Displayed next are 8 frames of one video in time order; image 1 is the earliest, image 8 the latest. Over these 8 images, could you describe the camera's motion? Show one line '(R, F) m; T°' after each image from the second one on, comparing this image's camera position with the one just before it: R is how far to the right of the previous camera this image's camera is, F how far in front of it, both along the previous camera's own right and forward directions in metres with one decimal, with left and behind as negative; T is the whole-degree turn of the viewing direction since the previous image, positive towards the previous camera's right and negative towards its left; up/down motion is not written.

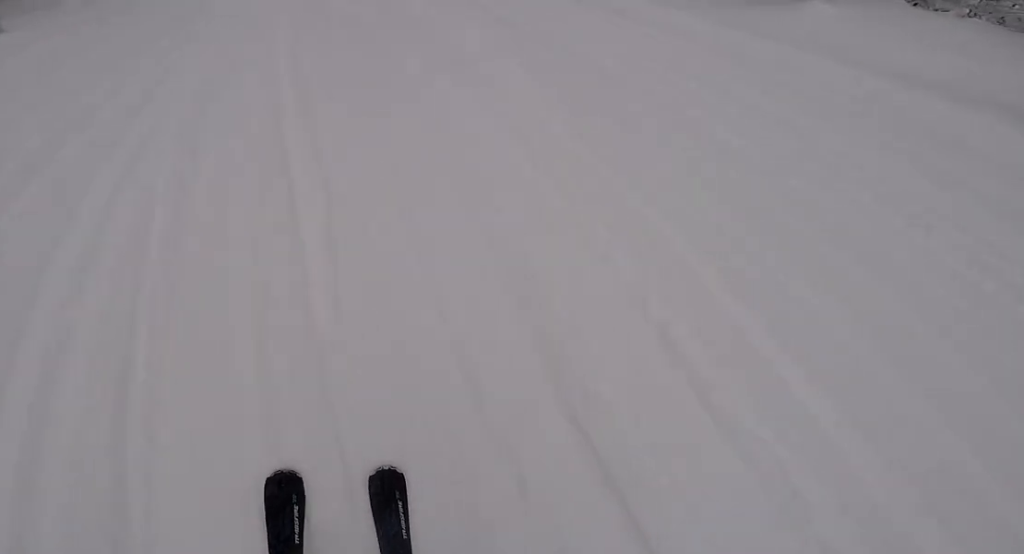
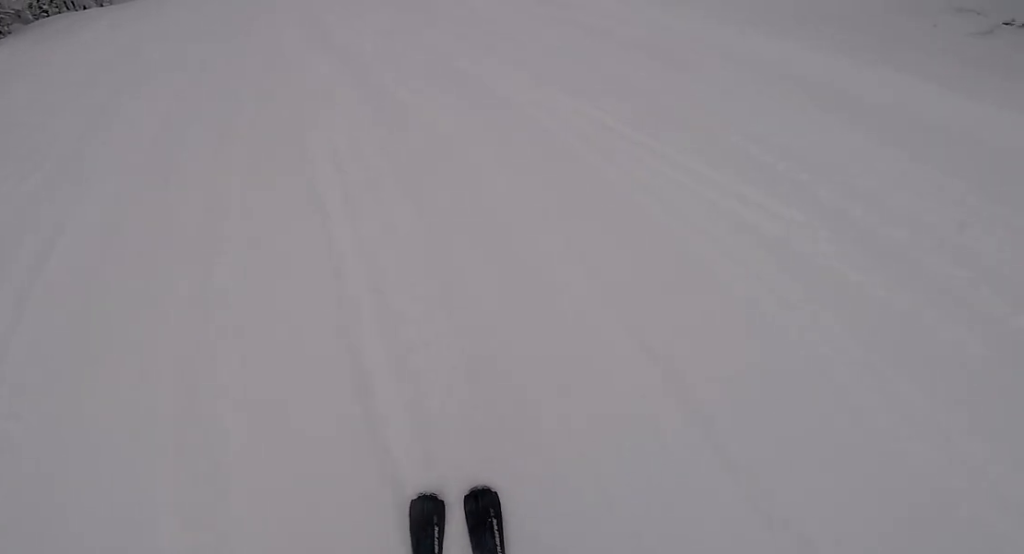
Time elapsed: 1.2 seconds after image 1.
(-0.4, +9.7) m; +2°
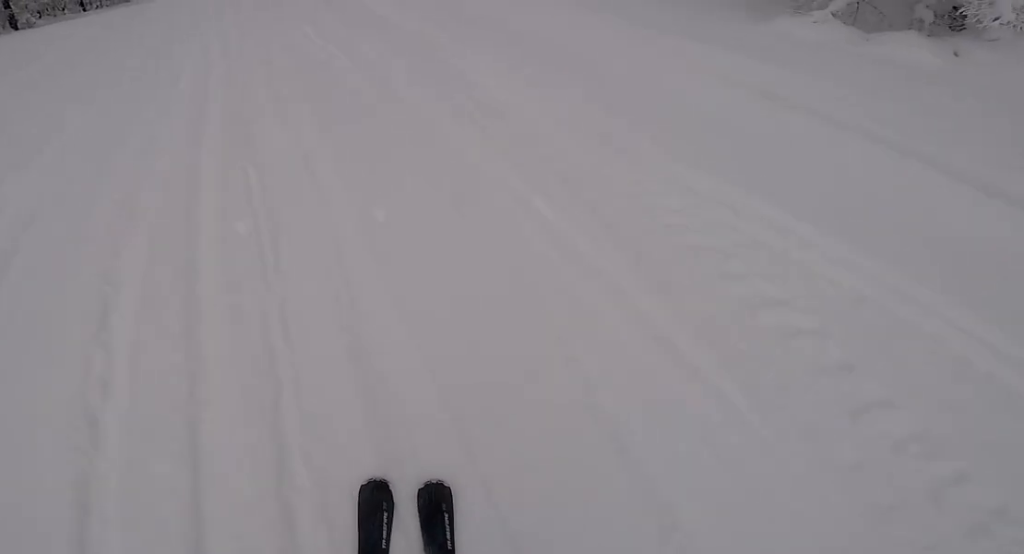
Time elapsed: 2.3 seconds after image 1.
(+0.4, +8.0) m; +1°
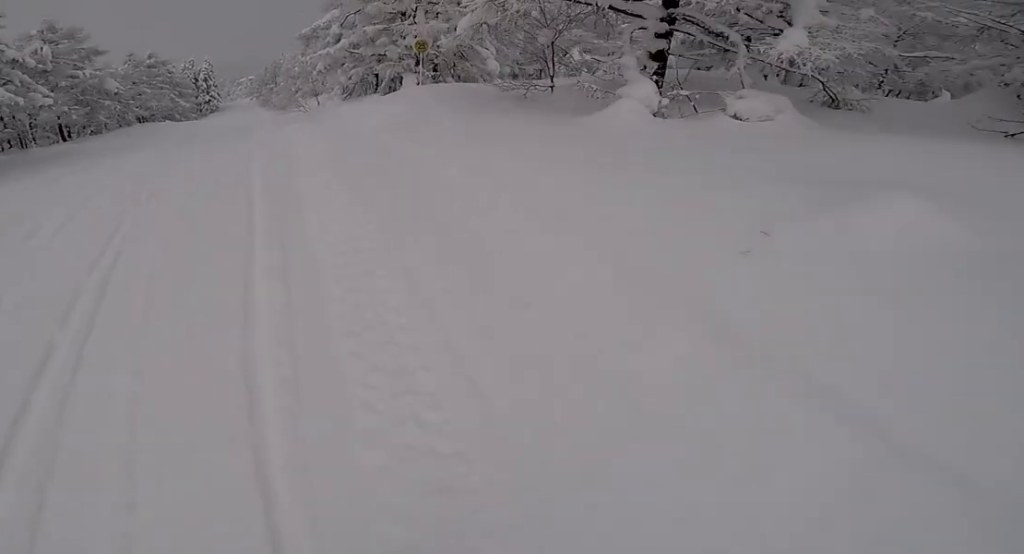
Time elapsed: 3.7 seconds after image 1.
(-0.3, +8.8) m; -3°
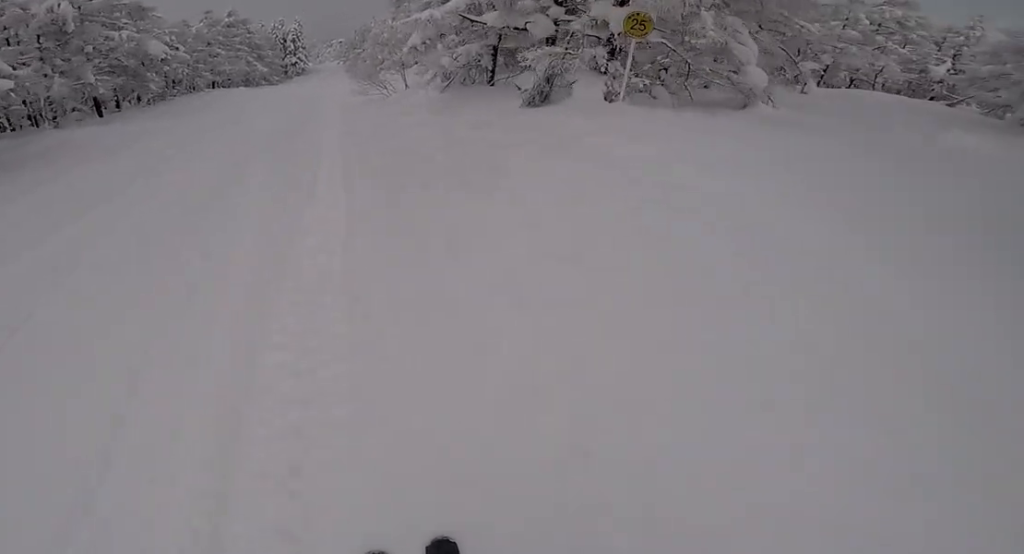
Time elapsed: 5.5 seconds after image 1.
(-0.1, +10.7) m; -11°
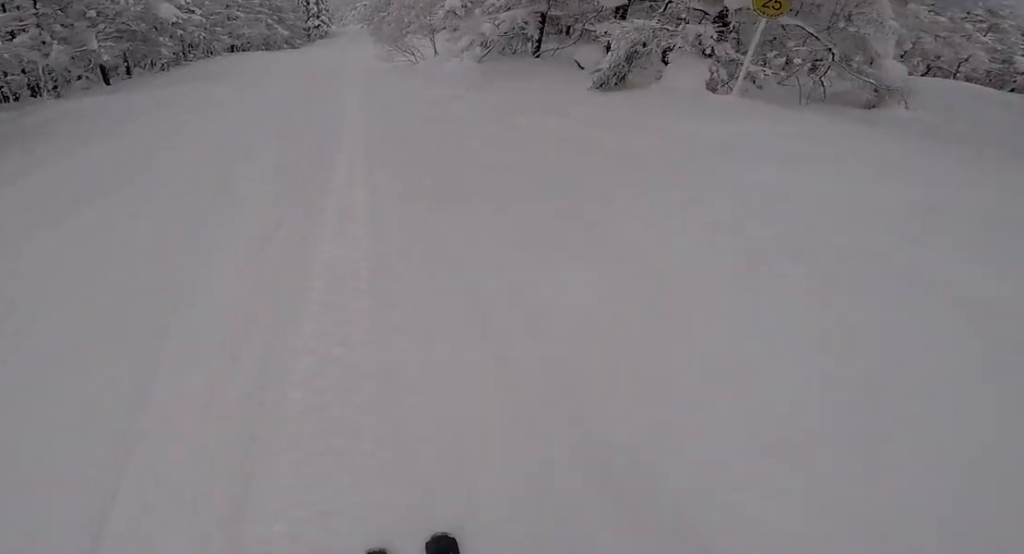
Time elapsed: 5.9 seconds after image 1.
(0.0, +2.4) m; -4°
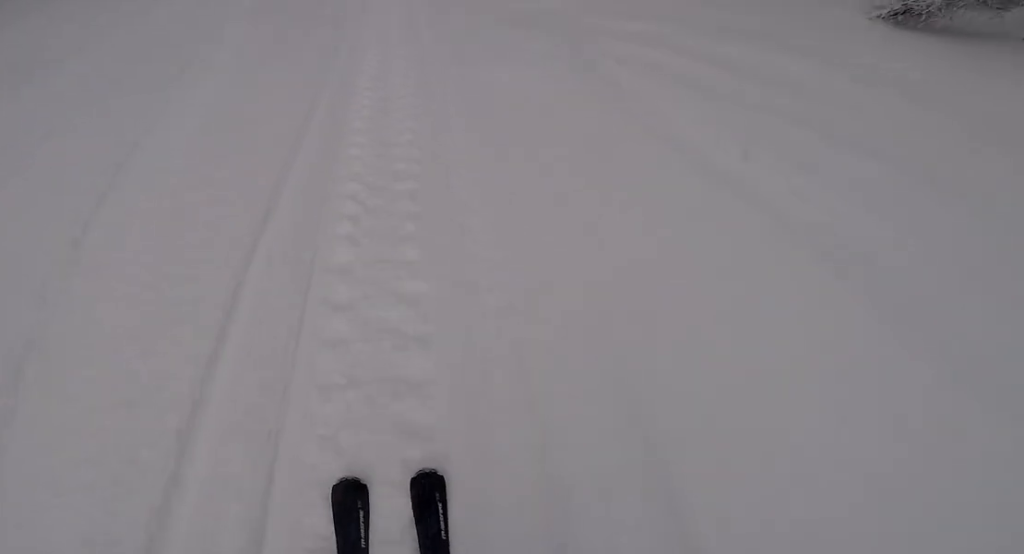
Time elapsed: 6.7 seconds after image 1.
(-1.0, +4.3) m; -3°
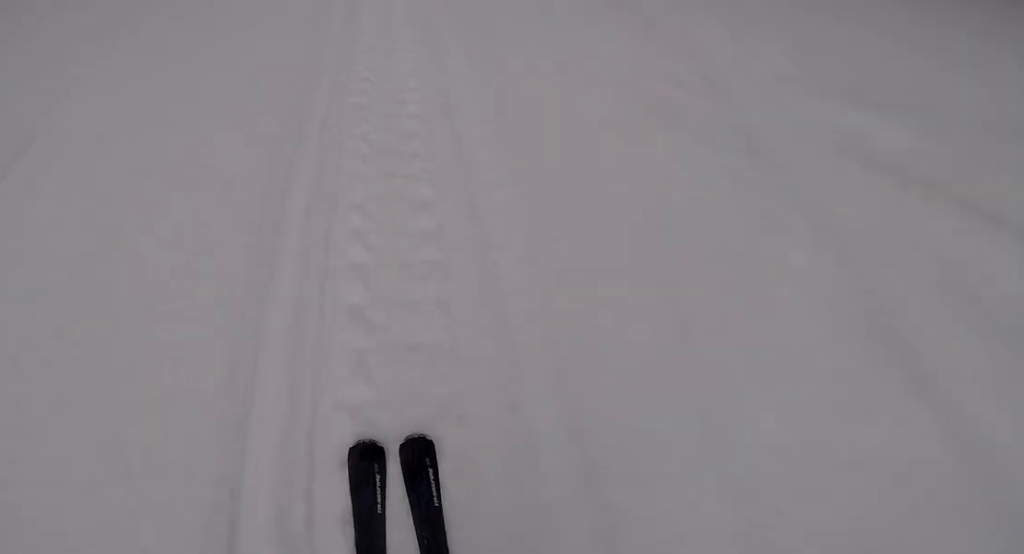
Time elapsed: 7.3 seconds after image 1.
(+0.4, +3.3) m; +6°
